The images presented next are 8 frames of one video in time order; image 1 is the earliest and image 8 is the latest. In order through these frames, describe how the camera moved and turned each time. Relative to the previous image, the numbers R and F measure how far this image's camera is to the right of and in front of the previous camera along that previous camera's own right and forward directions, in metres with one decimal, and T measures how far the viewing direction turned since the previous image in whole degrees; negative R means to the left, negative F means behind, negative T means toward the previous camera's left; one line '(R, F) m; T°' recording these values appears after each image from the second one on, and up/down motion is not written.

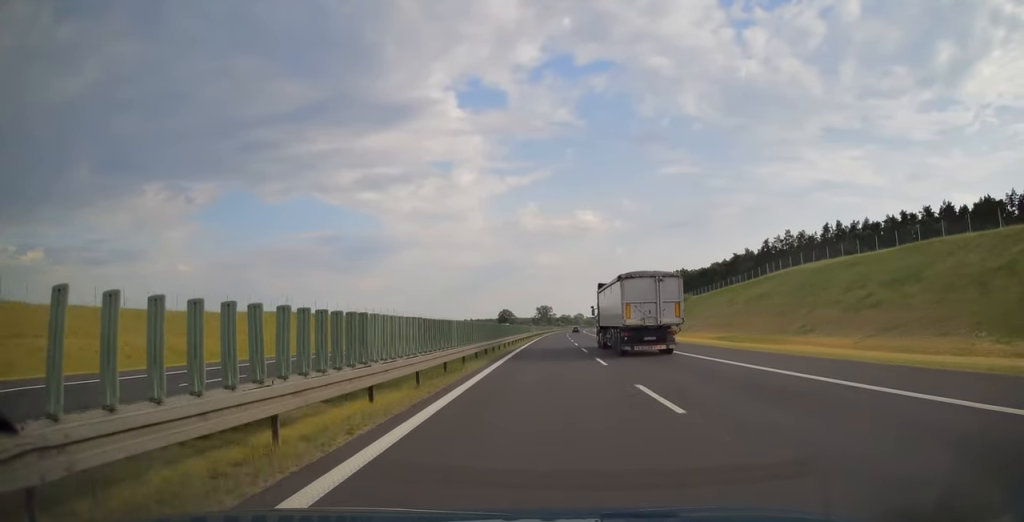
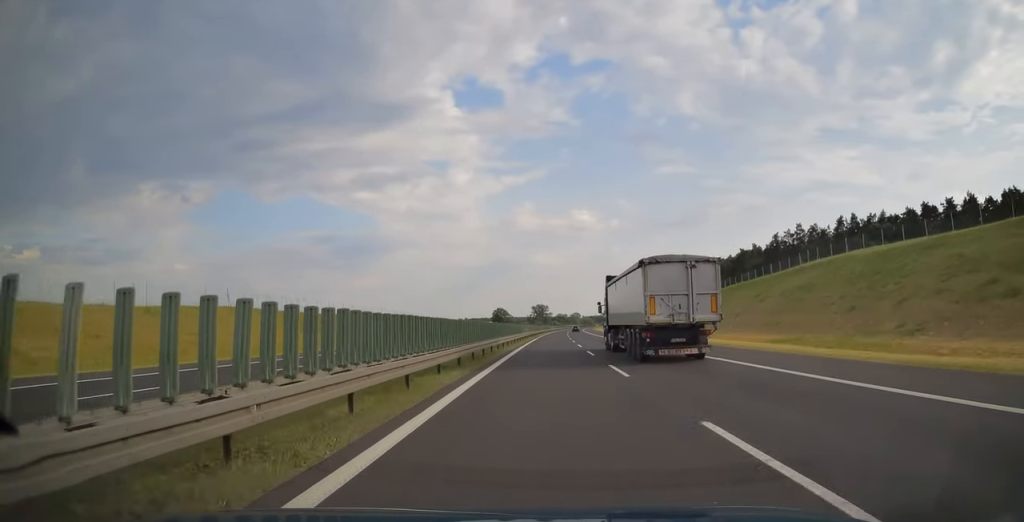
(+0.1, +17.3) m; +1°
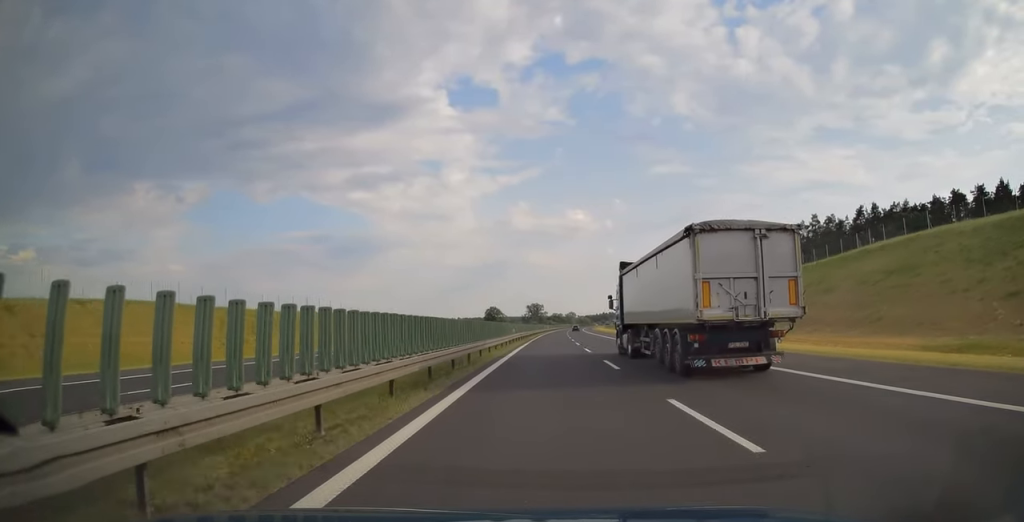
(+0.1, +21.5) m; +1°
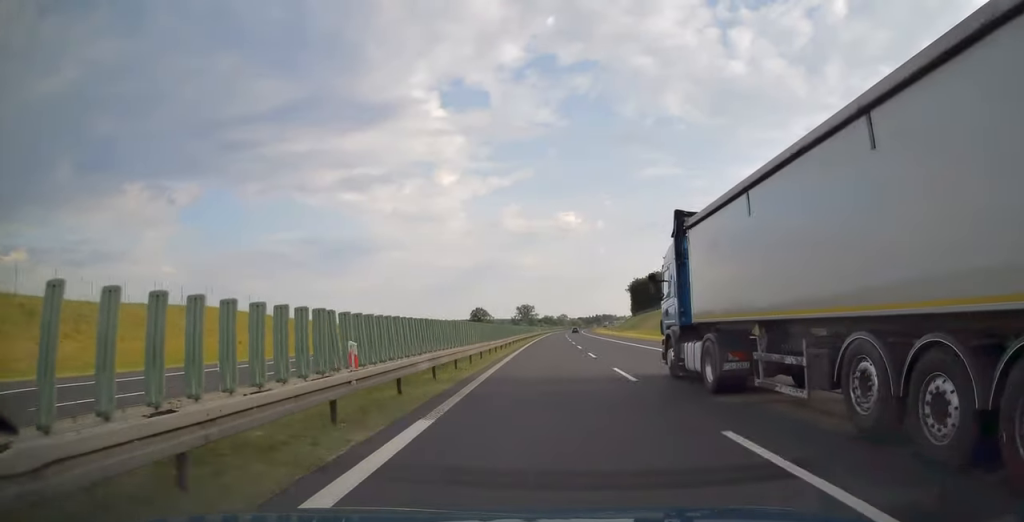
(+0.4, +39.3) m; +1°
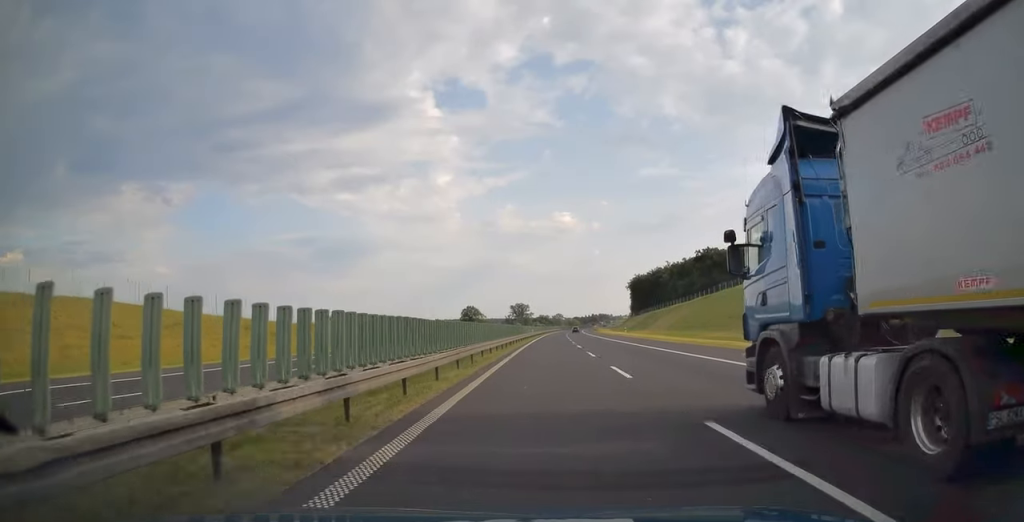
(+0.1, +23.3) m; +1°
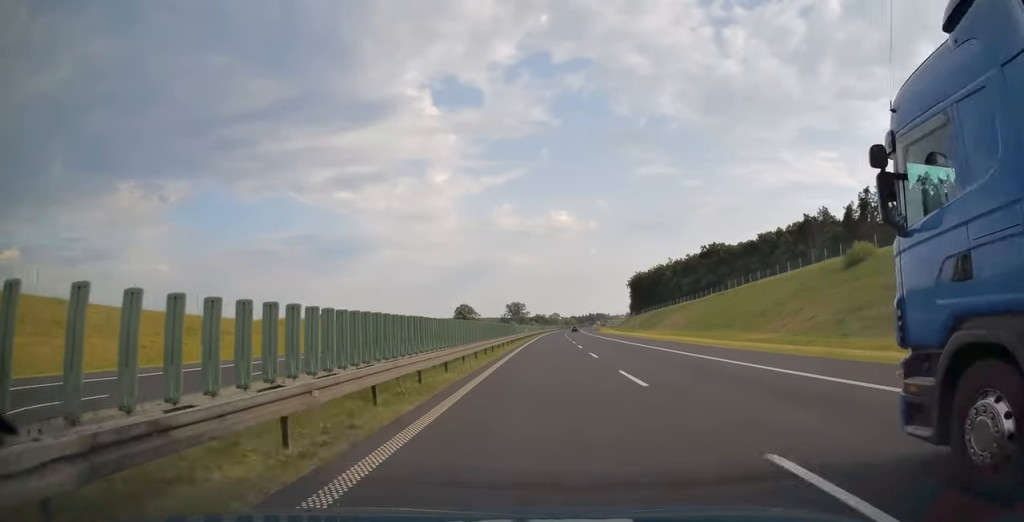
(0.0, +14.3) m; 0°
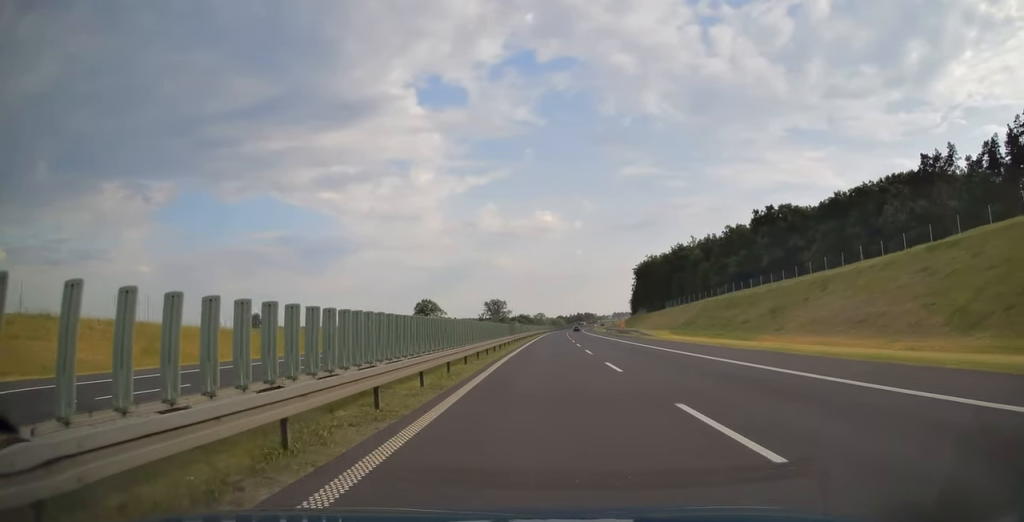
(+1.2, +79.8) m; +2°
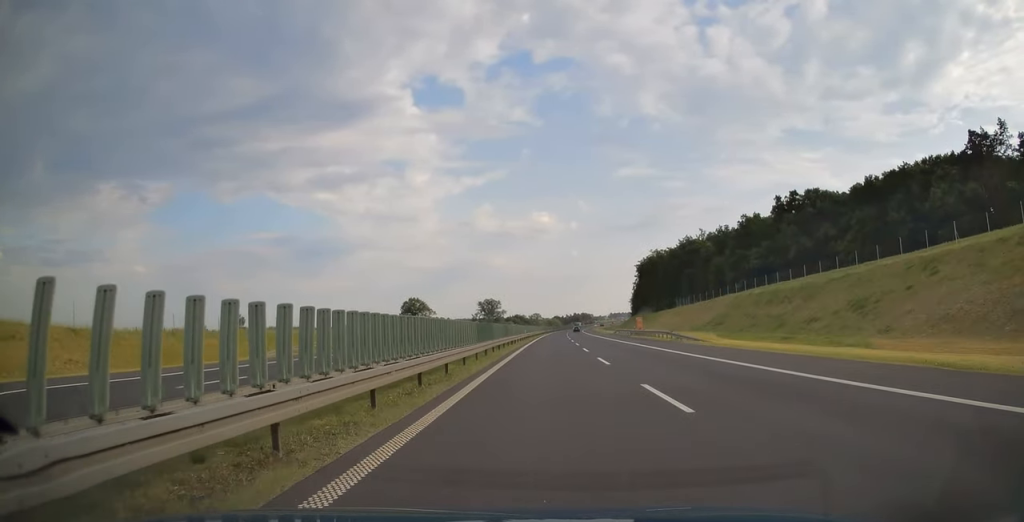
(0.0, +20.3) m; 0°
